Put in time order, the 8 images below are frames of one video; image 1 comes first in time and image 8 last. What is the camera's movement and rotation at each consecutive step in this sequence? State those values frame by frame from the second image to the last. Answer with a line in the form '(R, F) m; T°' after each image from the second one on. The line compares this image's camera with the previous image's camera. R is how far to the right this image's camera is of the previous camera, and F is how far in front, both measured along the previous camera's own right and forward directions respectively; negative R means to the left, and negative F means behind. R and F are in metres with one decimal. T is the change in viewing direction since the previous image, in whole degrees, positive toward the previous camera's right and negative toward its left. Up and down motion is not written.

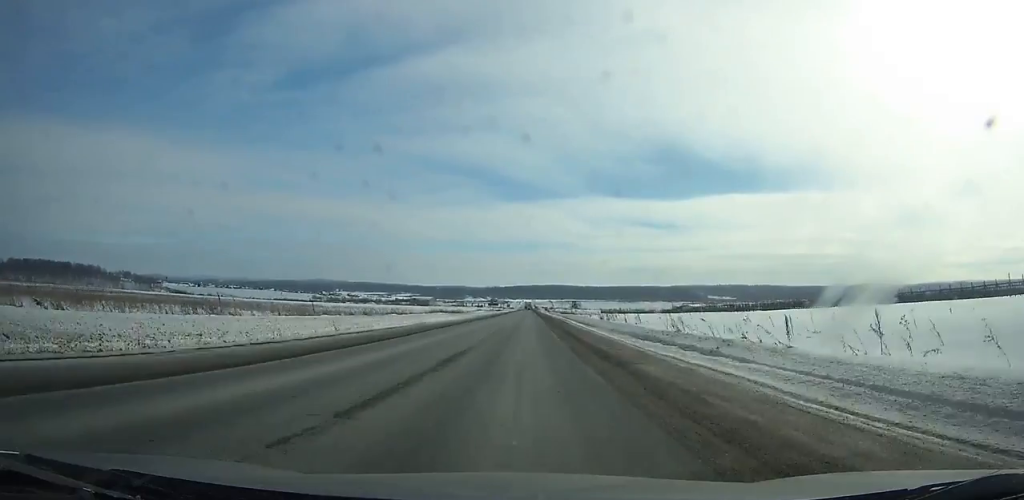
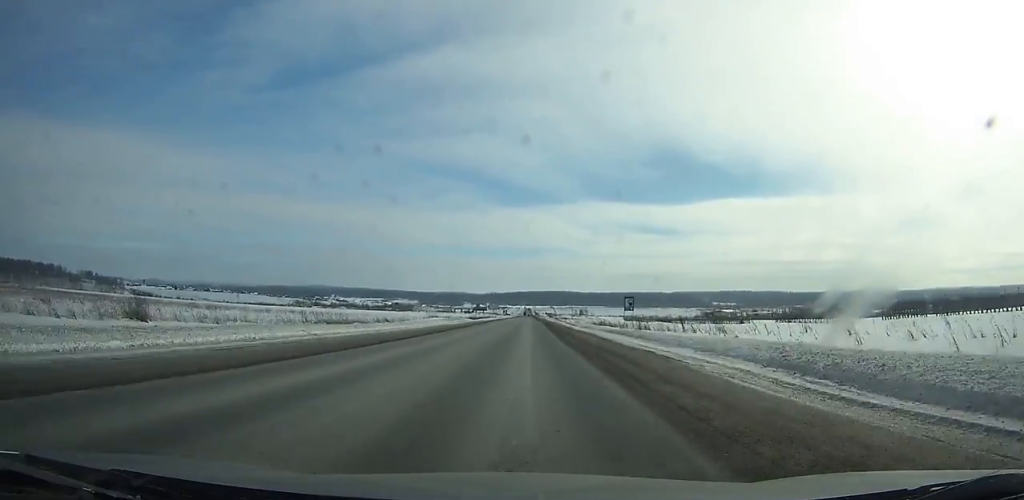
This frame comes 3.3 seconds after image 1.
(0.0, +89.4) m; 0°
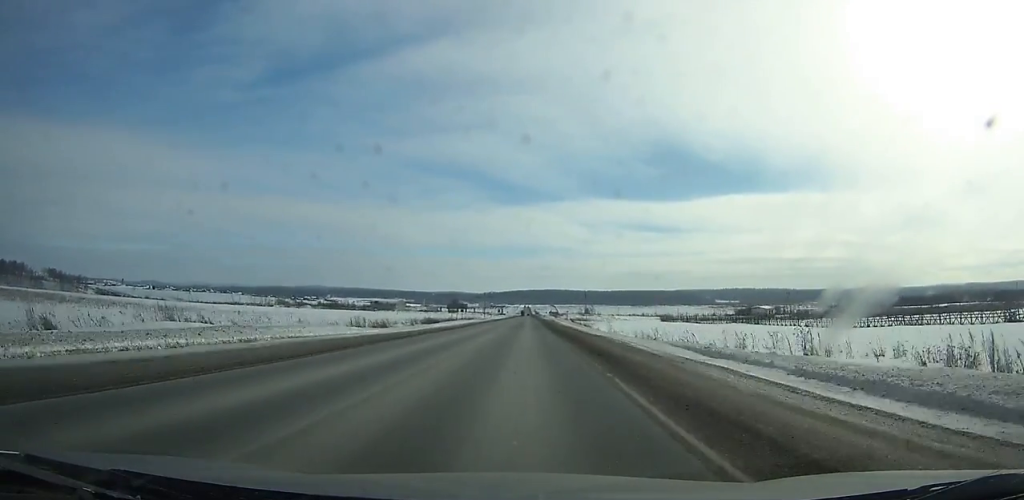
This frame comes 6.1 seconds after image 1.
(+0.1, +75.7) m; 0°
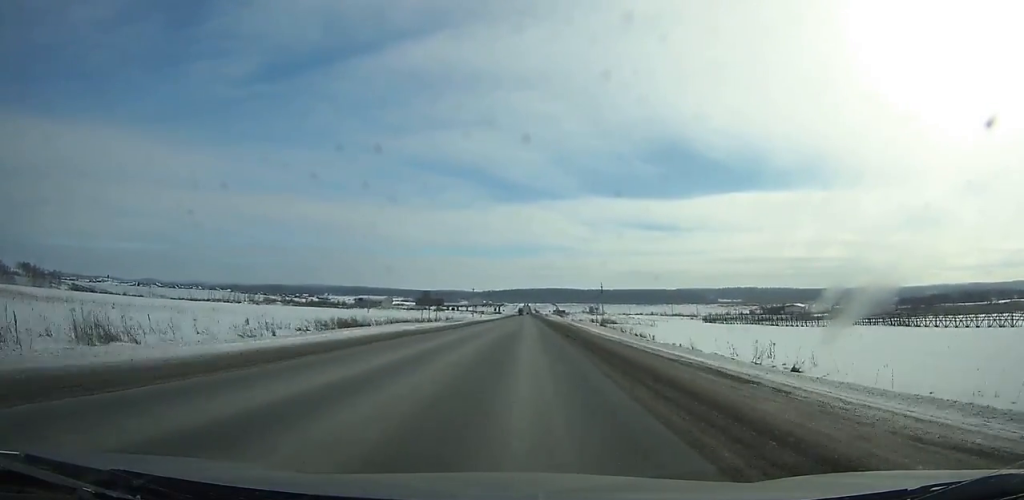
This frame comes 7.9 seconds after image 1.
(0.0, +48.6) m; 0°
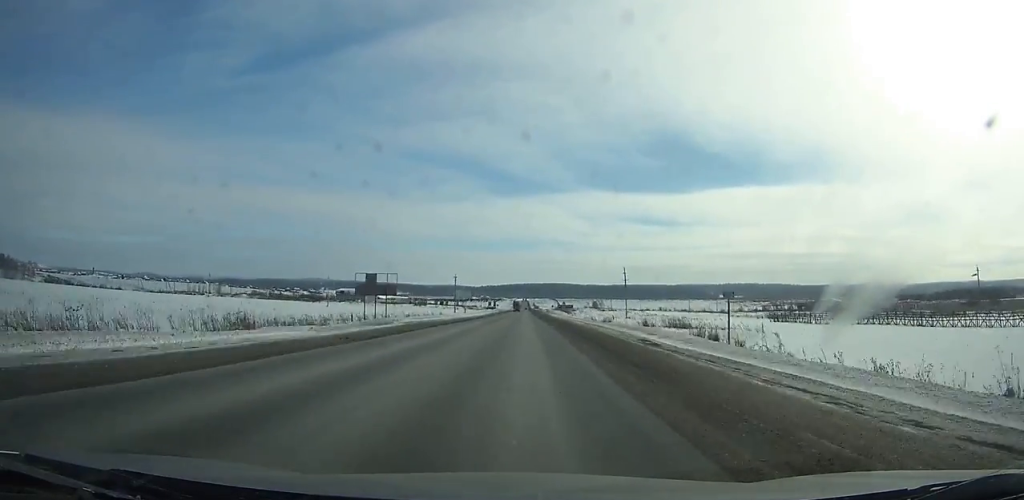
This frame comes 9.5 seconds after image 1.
(0.0, +43.1) m; 0°
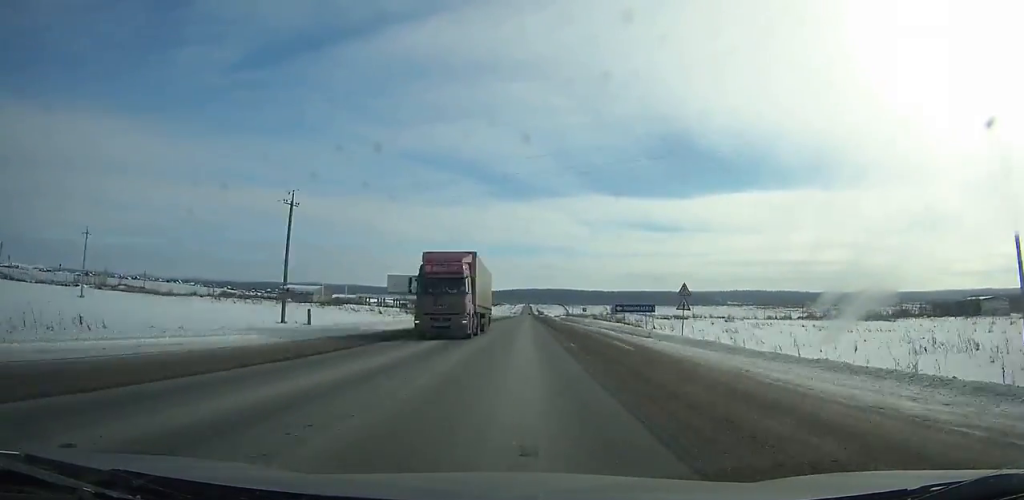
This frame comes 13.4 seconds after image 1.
(-0.2, +104.4) m; 0°
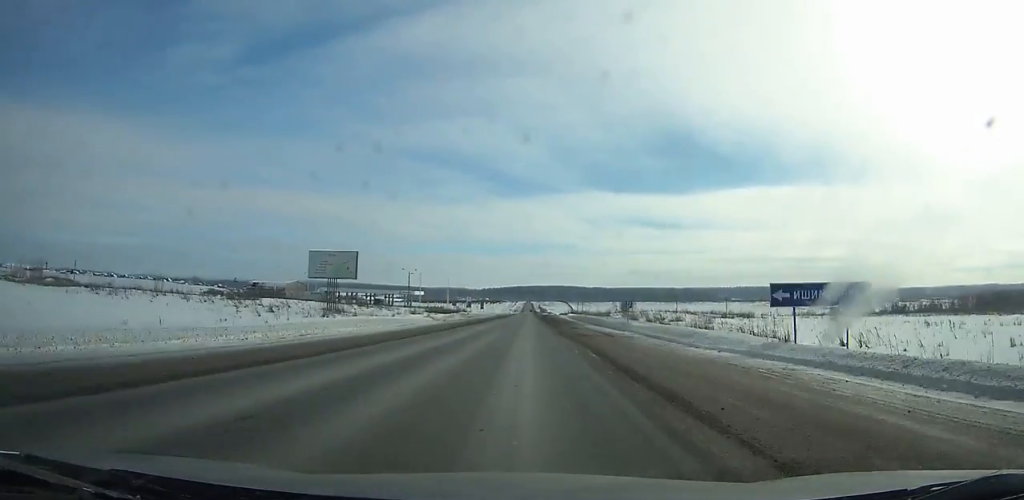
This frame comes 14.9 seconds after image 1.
(0.0, +39.8) m; 0°
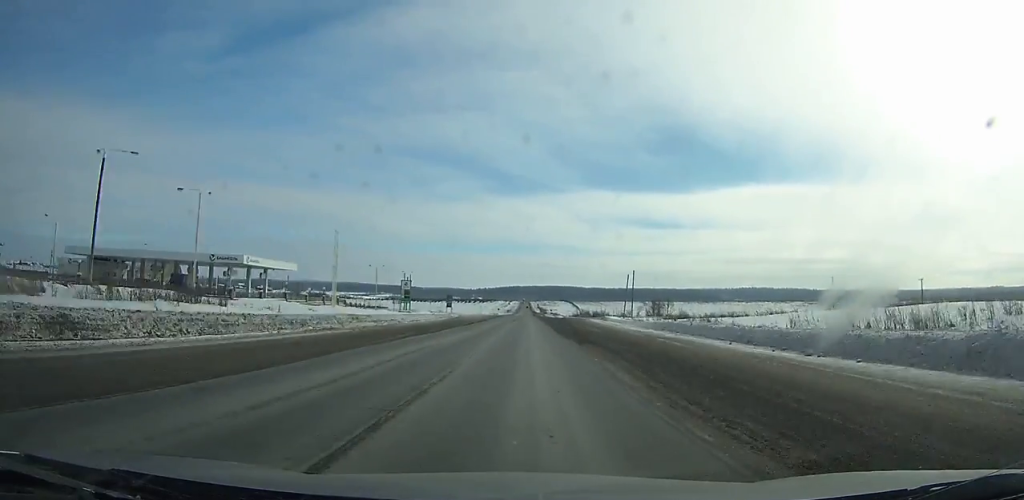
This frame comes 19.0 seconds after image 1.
(0.0, +107.8) m; 0°
